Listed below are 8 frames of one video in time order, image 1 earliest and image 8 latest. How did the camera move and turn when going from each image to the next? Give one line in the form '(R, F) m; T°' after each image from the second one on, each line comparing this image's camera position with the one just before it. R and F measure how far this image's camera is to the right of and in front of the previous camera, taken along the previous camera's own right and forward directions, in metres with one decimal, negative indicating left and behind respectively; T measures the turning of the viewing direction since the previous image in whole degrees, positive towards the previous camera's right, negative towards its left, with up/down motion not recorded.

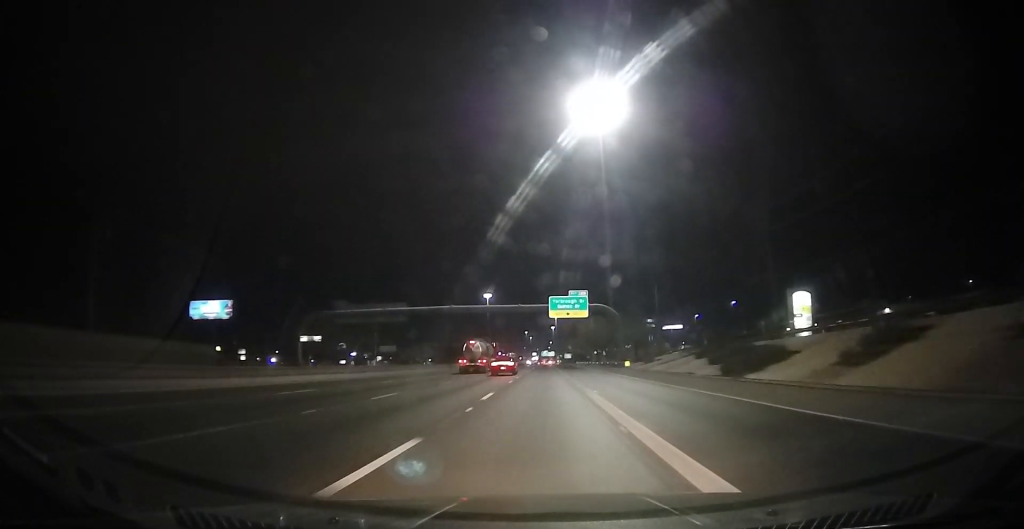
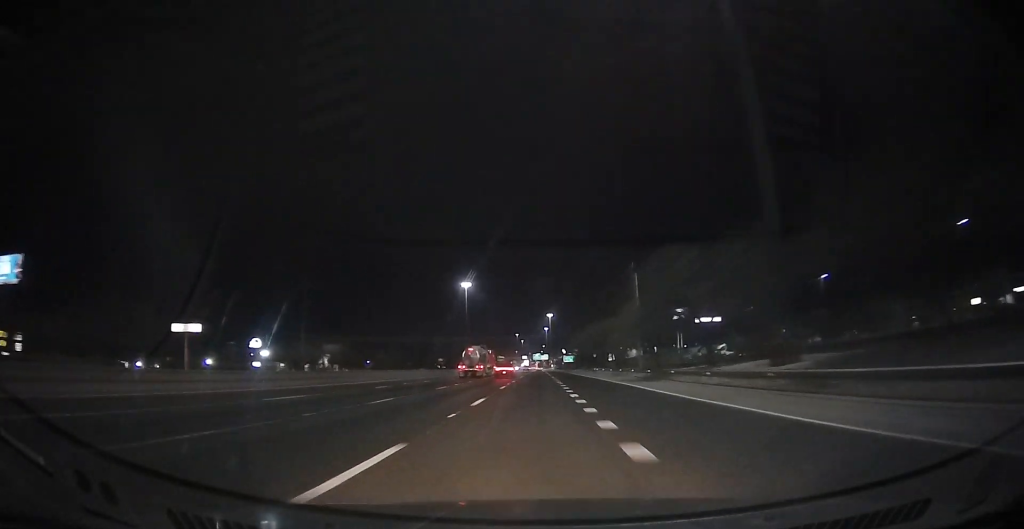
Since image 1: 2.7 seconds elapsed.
(+0.7, +73.7) m; +1°
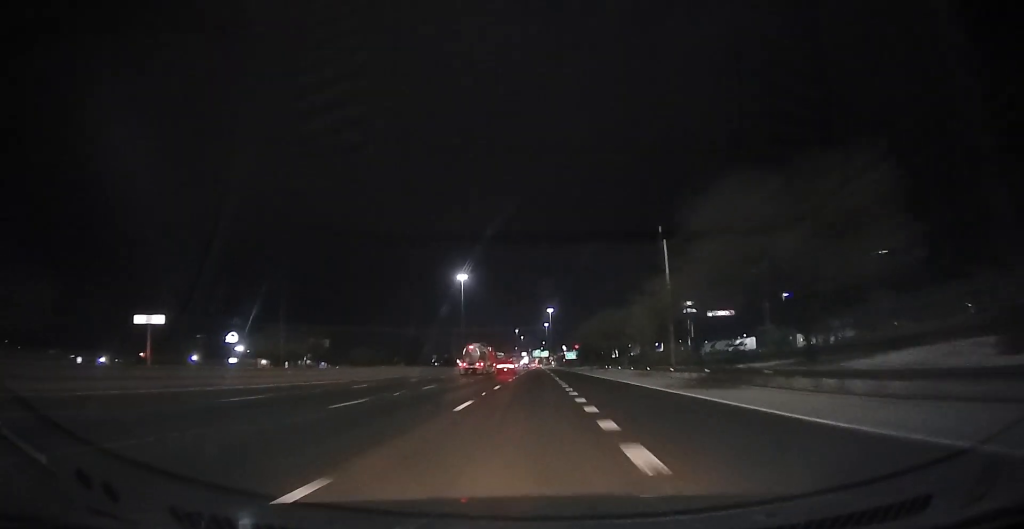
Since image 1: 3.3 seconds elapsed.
(-0.2, +15.2) m; 0°
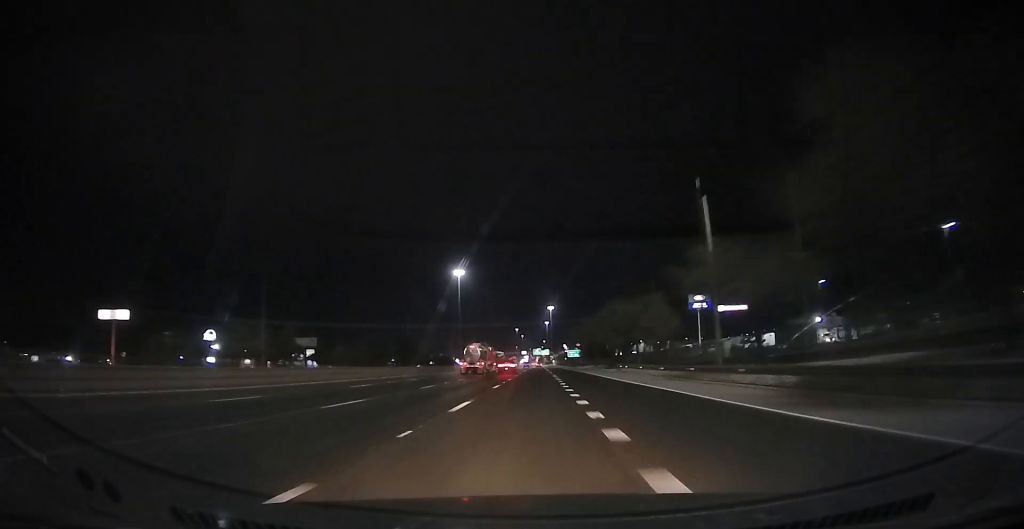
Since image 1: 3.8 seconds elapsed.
(+0.2, +12.5) m; 0°
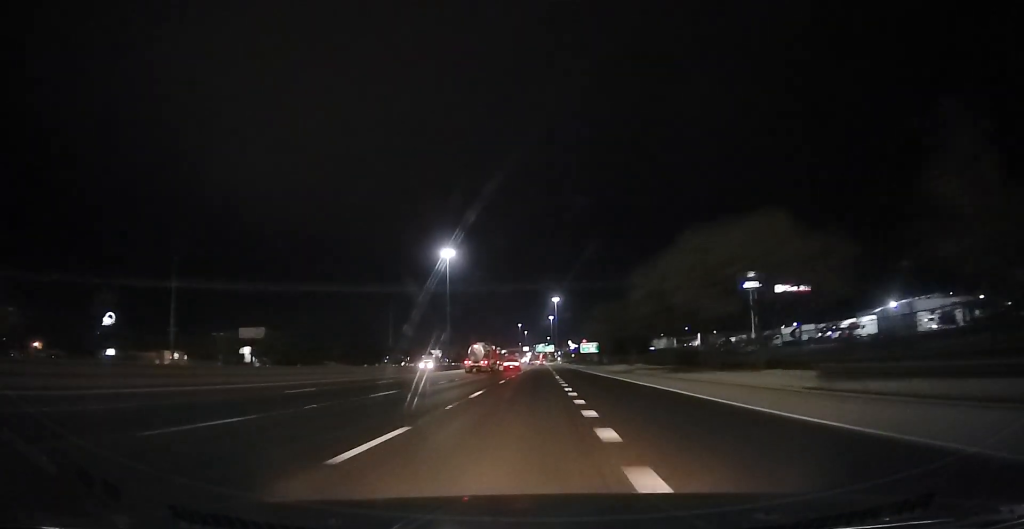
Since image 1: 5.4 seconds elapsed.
(-0.5, +43.4) m; -1°
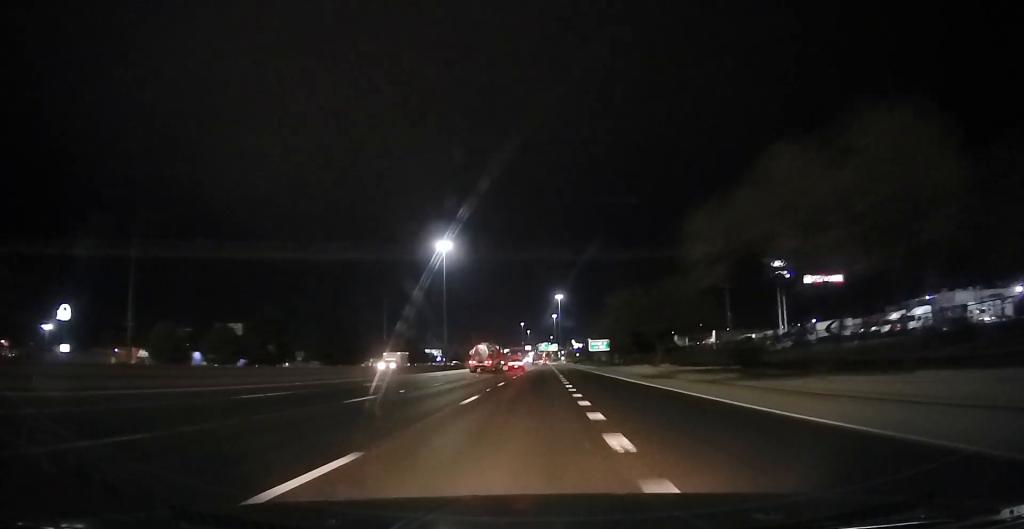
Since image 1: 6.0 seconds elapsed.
(+0.1, +15.1) m; 0°
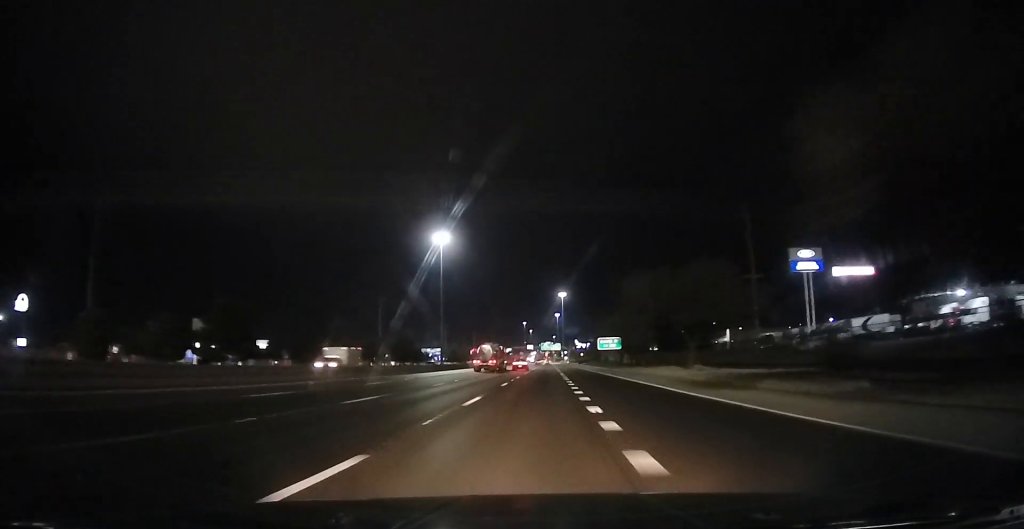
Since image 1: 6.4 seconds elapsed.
(0.0, +12.5) m; 0°
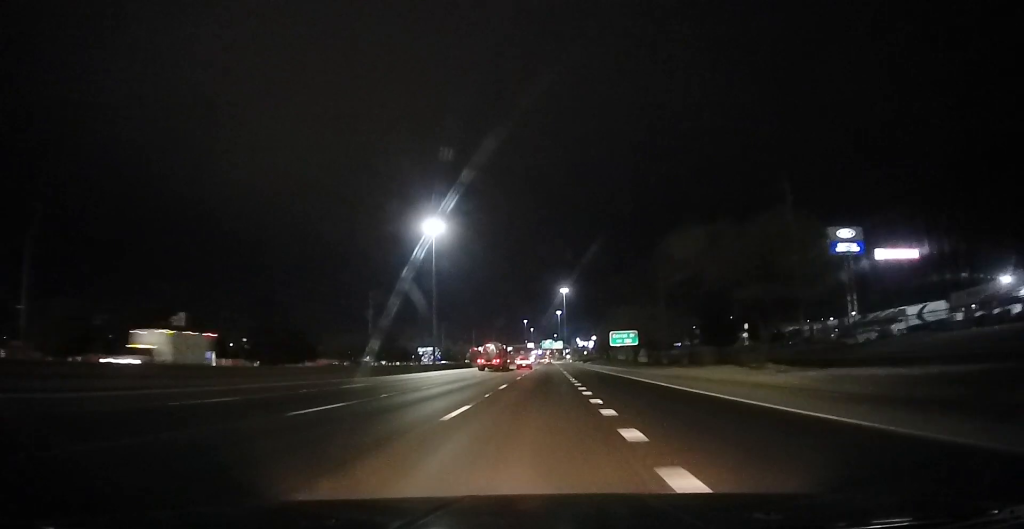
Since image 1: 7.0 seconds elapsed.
(0.0, +16.1) m; 0°
